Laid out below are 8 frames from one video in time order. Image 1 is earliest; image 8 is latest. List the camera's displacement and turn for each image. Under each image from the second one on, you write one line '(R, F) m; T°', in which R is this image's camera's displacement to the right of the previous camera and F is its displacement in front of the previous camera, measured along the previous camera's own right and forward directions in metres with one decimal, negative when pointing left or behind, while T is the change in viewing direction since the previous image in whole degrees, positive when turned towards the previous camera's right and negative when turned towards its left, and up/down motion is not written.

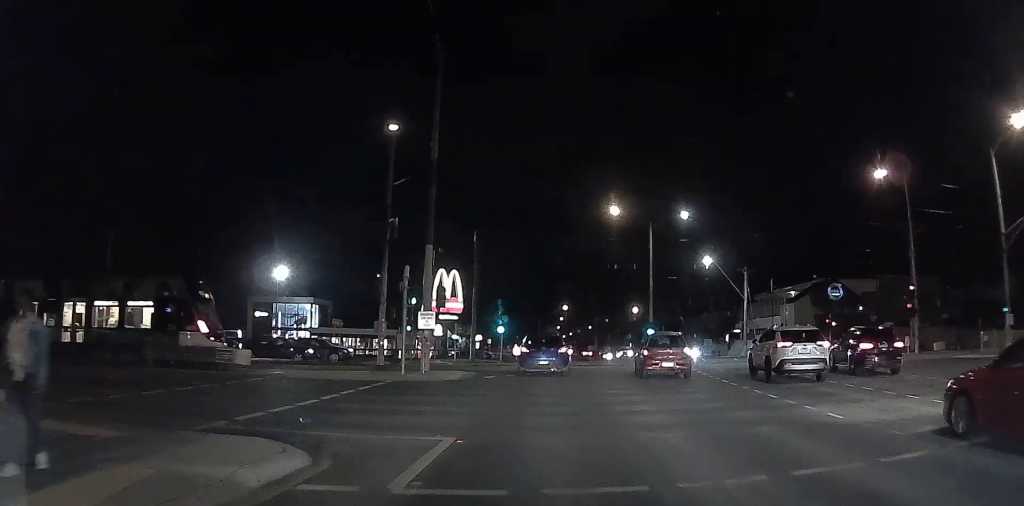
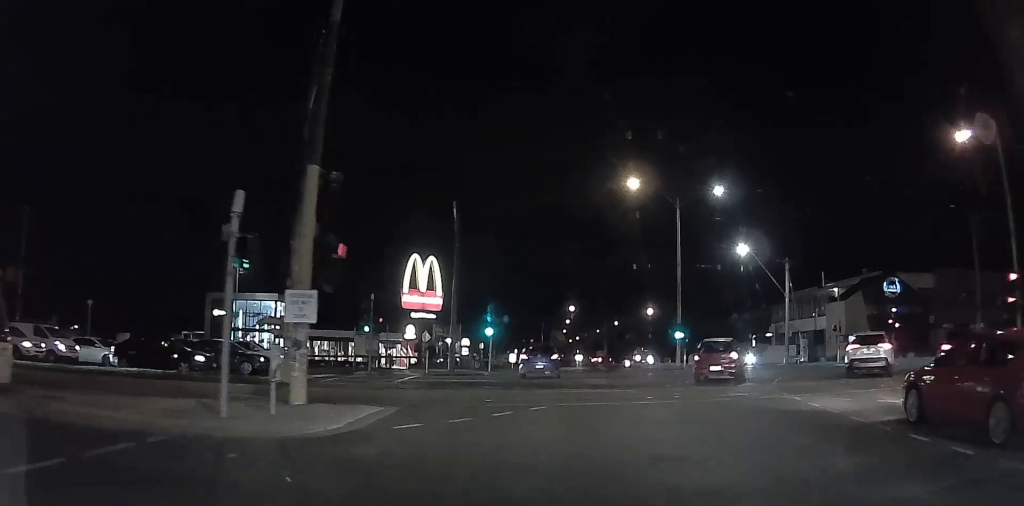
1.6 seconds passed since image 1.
(0.0, +15.4) m; 0°
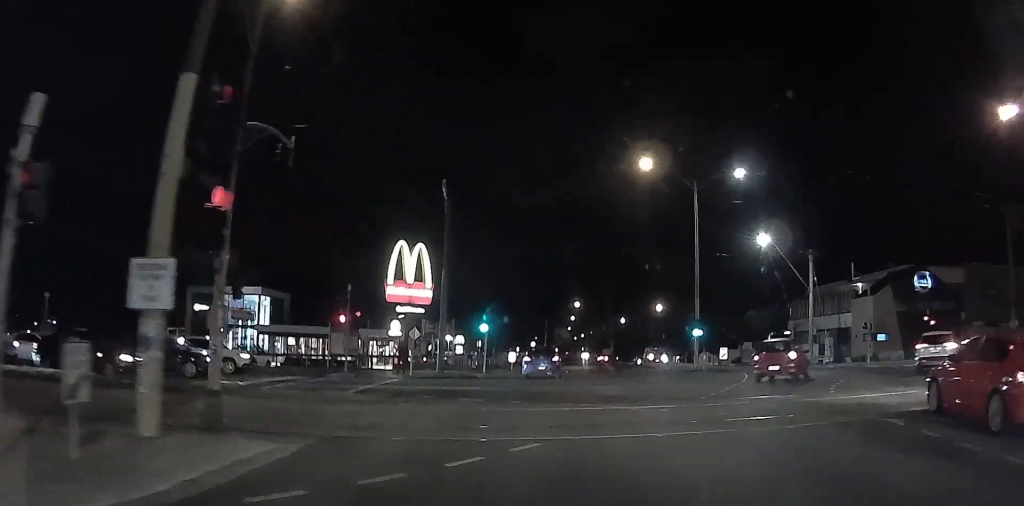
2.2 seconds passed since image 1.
(0.0, +5.6) m; 0°
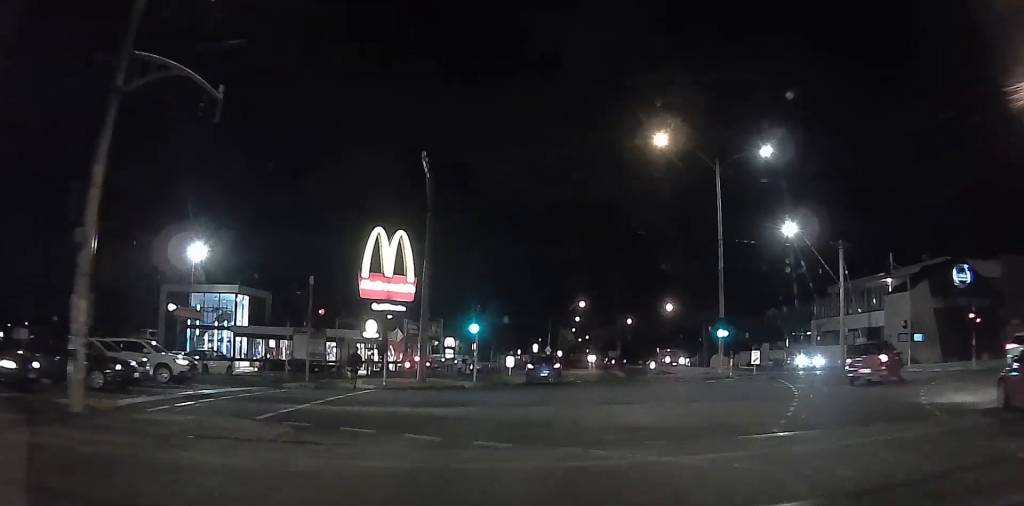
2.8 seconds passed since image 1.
(0.0, +6.4) m; 0°
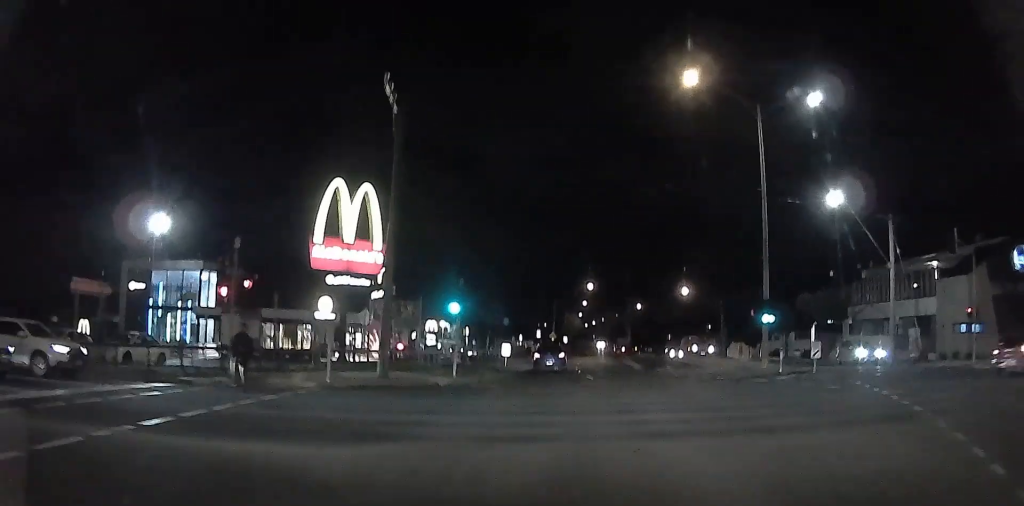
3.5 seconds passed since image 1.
(0.0, +8.1) m; 0°
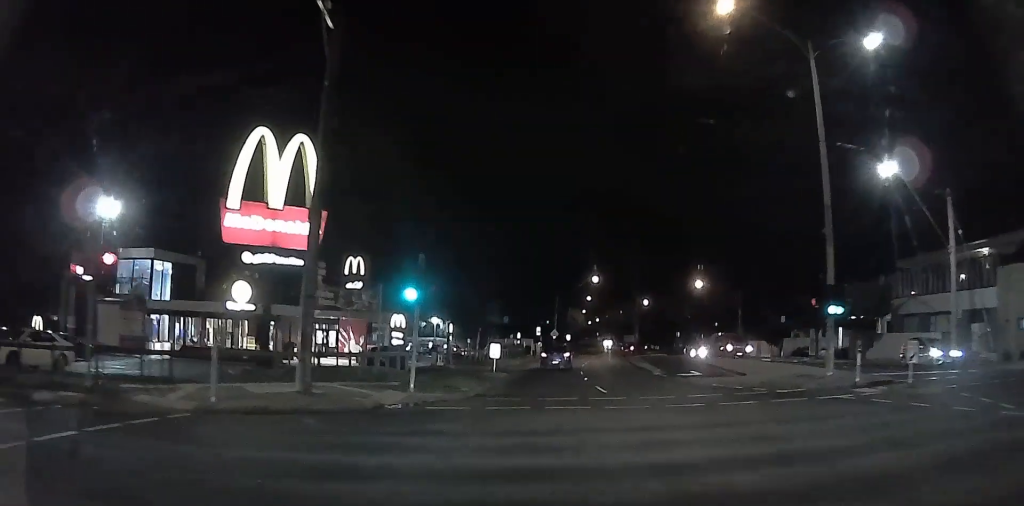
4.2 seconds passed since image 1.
(0.0, +8.0) m; 0°
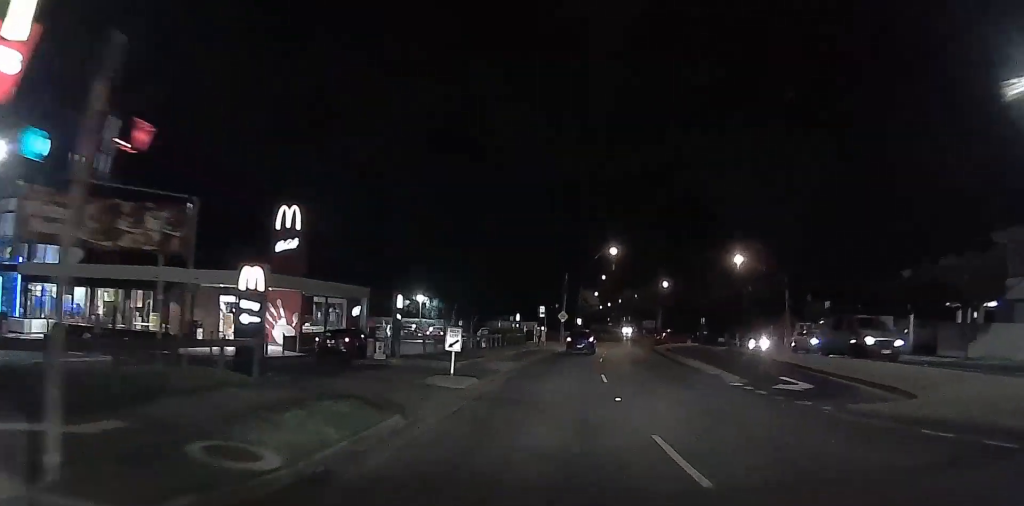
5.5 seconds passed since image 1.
(0.0, +15.2) m; +1°
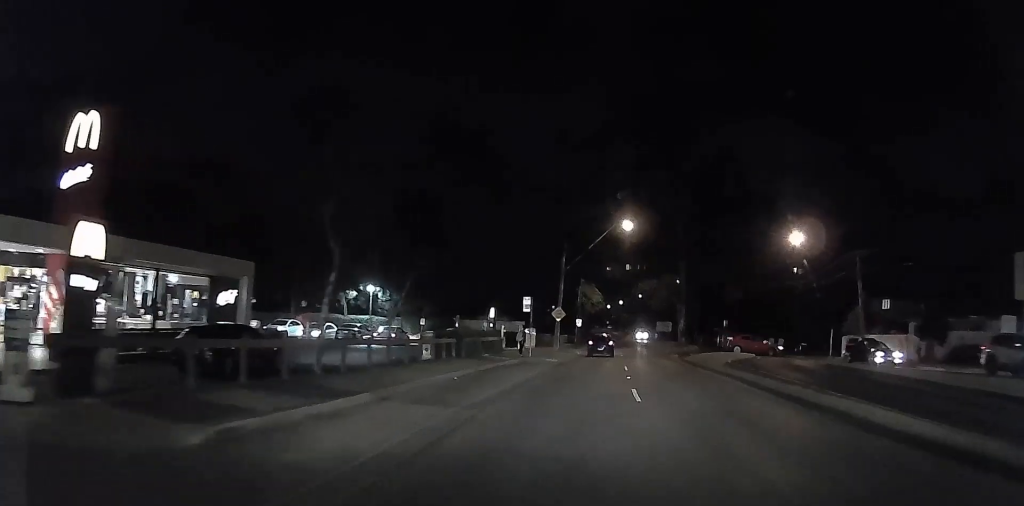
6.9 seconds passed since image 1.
(+0.5, +19.2) m; +3°
